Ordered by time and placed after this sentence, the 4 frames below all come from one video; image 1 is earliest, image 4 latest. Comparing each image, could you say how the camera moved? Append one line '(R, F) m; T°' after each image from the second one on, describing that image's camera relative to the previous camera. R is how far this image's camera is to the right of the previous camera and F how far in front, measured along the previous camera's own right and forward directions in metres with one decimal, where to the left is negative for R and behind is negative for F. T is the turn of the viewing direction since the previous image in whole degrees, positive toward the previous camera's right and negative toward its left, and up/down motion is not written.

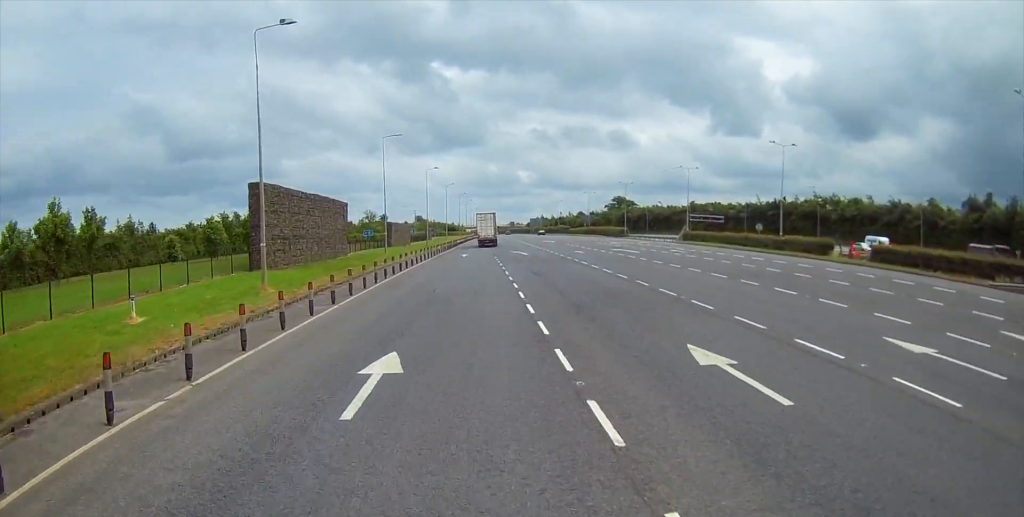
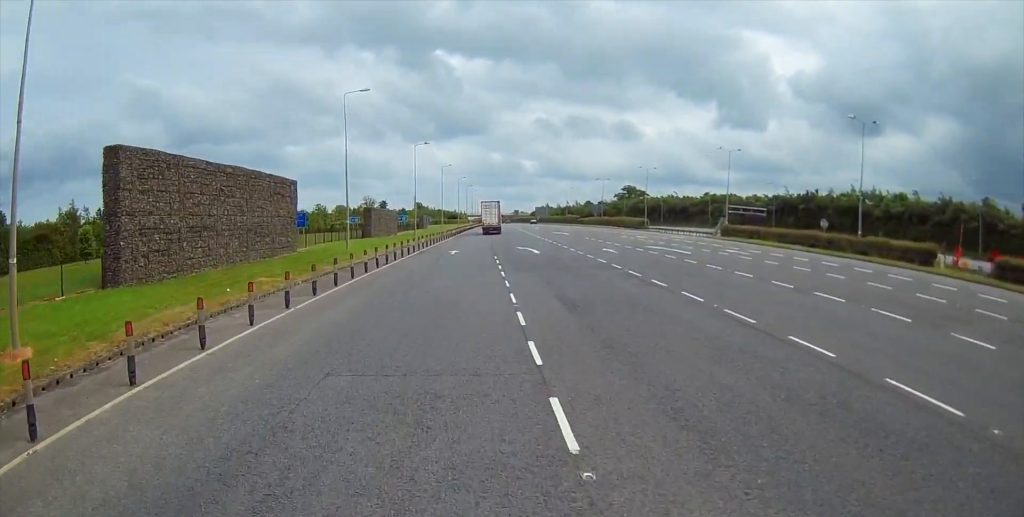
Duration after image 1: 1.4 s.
(+0.1, +17.1) m; 0°
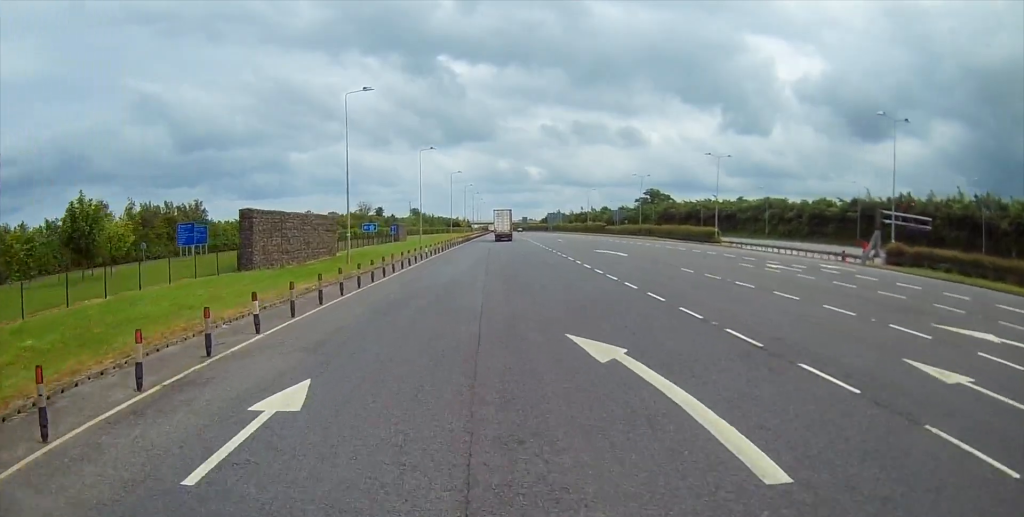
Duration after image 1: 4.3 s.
(-1.5, +39.0) m; -3°
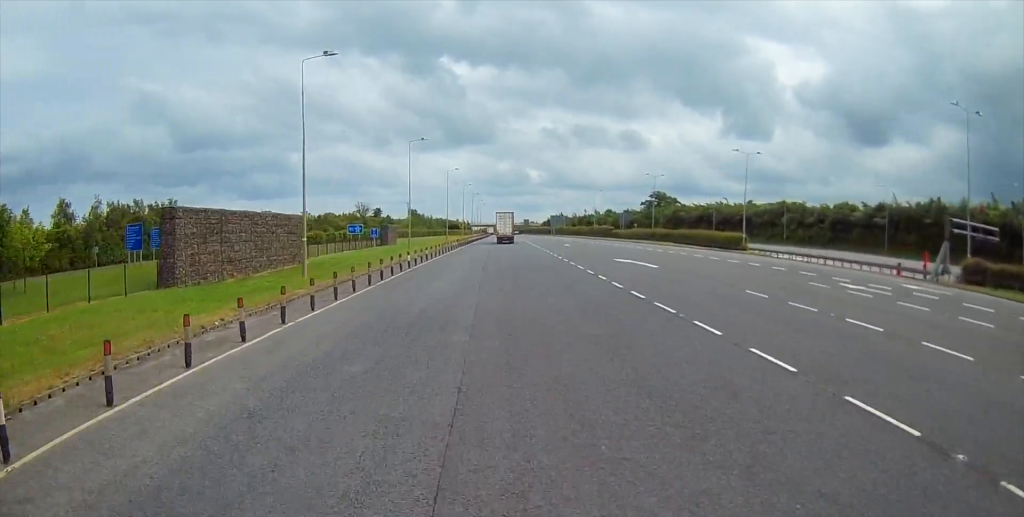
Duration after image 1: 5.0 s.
(-0.1, +9.9) m; +1°
